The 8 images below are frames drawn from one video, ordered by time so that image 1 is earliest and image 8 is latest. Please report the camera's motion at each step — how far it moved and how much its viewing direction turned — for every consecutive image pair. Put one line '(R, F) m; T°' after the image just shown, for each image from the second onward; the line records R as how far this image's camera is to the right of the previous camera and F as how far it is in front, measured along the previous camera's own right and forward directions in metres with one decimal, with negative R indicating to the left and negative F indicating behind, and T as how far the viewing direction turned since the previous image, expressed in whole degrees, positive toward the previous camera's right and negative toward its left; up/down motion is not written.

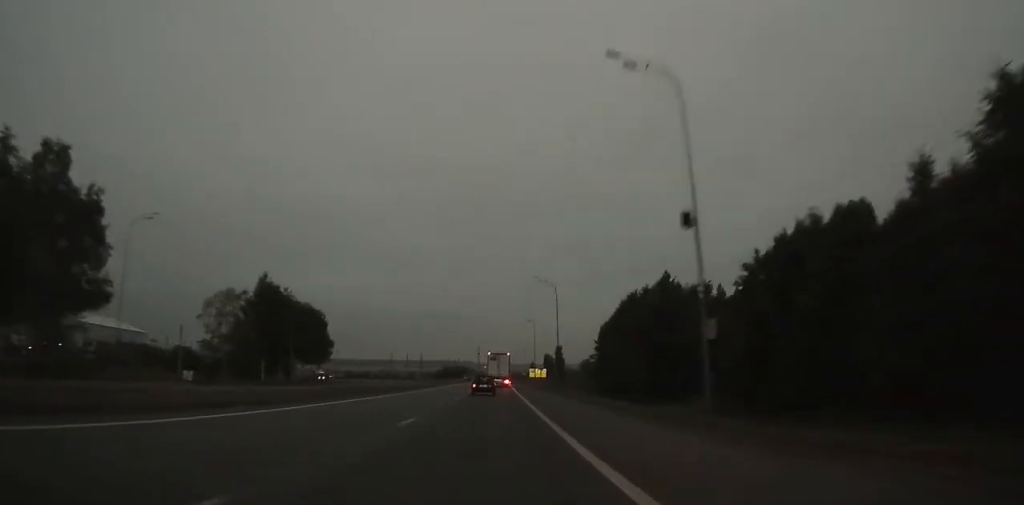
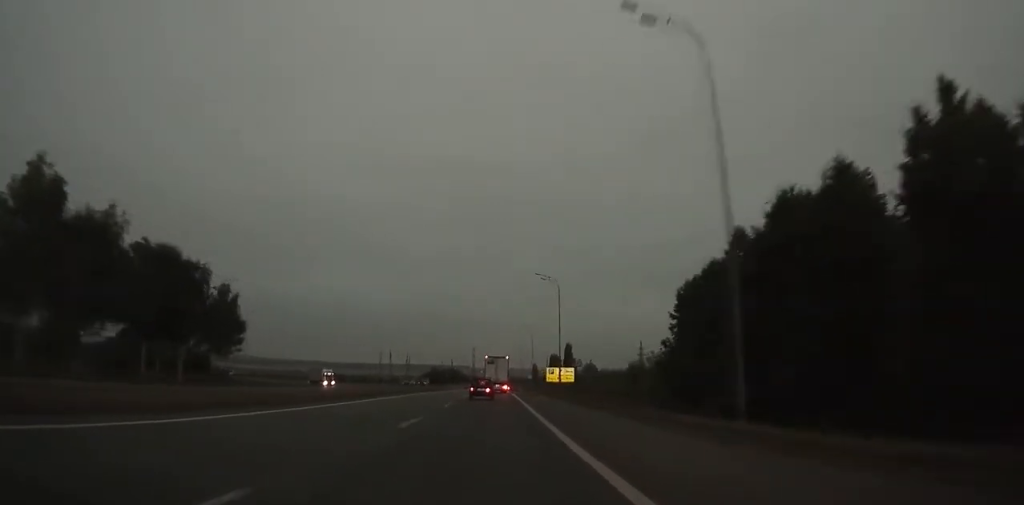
(0.0, +45.8) m; 0°
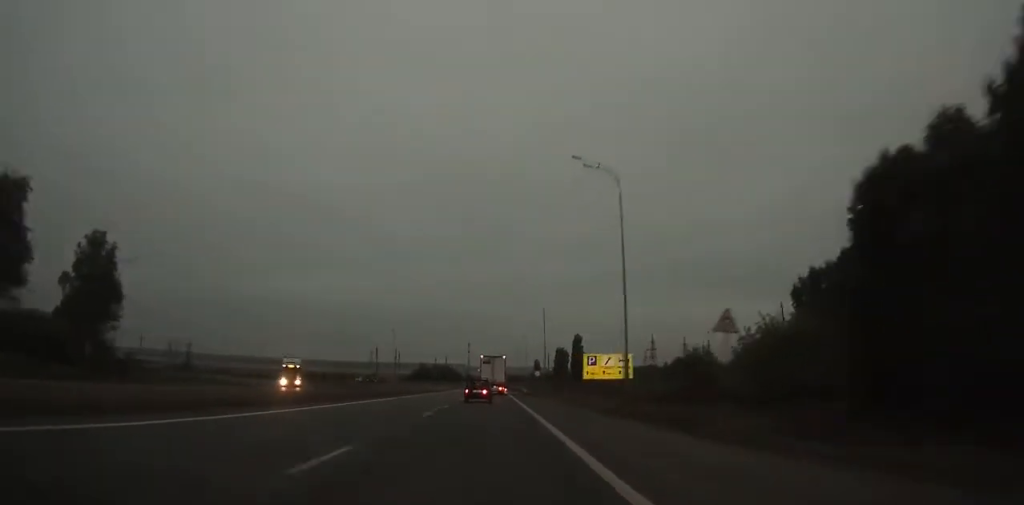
(+0.2, +31.0) m; 0°
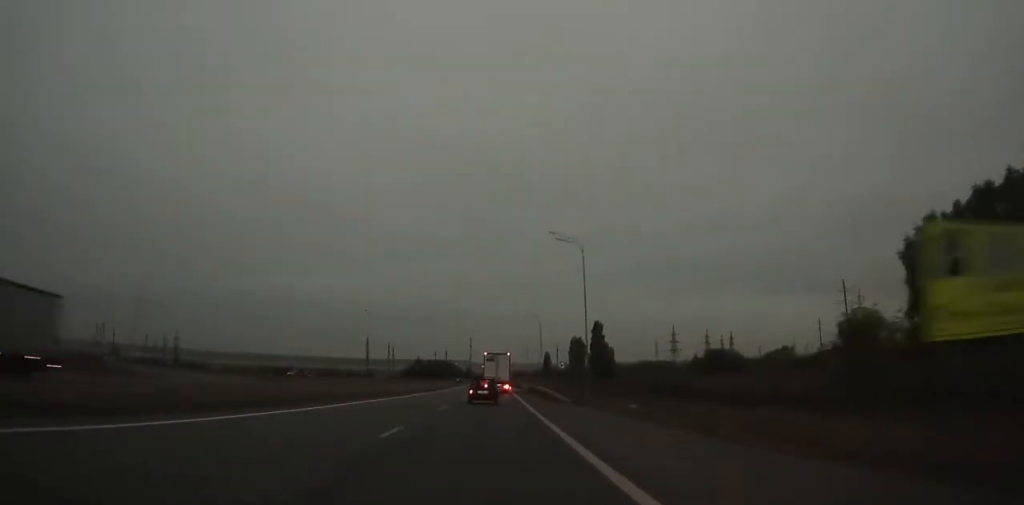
(-0.2, +30.8) m; 0°
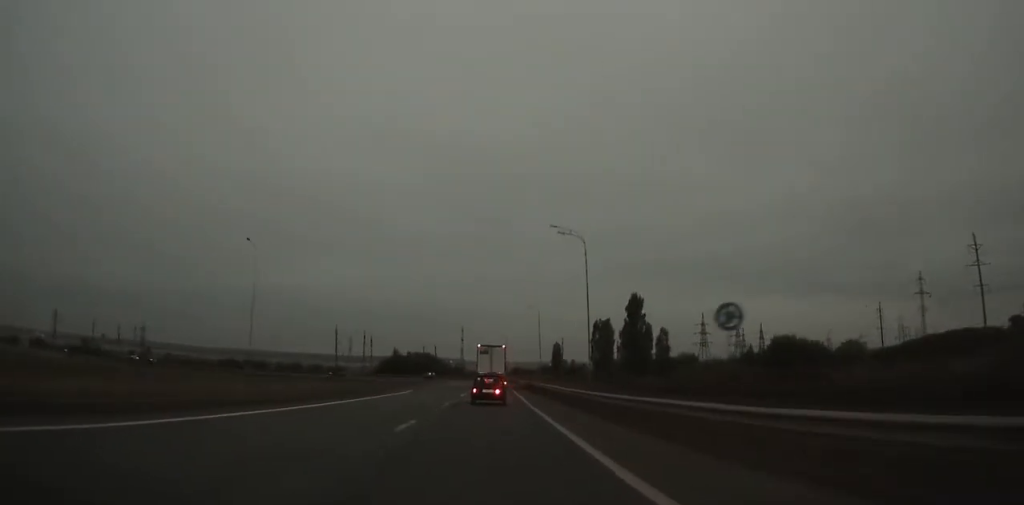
(+0.1, +46.4) m; 0°
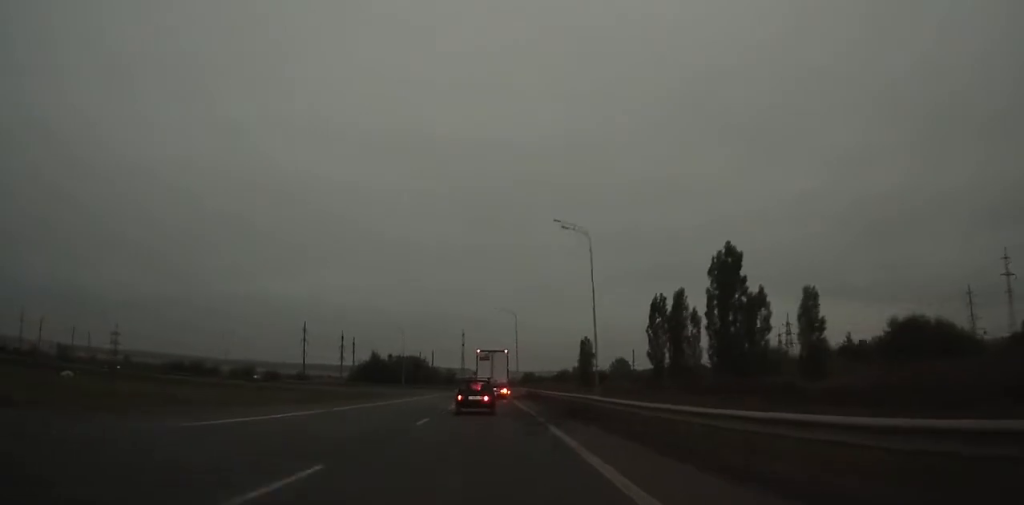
(+0.1, +42.7) m; 0°
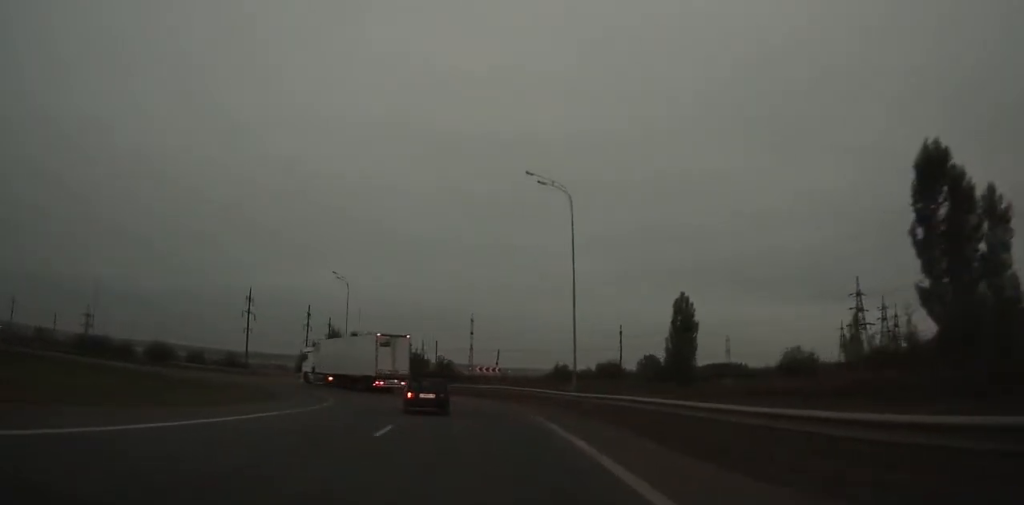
(-0.3, +54.3) m; -5°
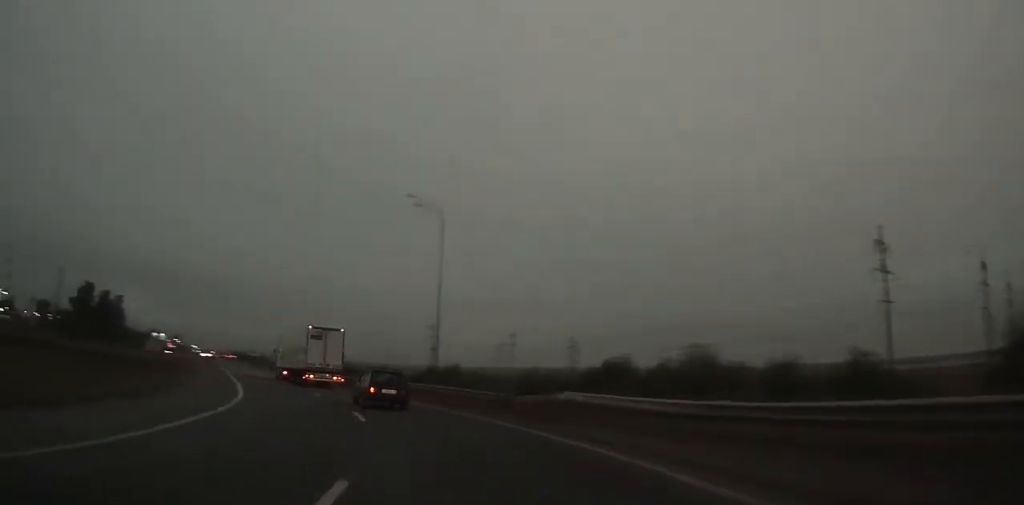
(-24.0, +63.0) m; -58°
